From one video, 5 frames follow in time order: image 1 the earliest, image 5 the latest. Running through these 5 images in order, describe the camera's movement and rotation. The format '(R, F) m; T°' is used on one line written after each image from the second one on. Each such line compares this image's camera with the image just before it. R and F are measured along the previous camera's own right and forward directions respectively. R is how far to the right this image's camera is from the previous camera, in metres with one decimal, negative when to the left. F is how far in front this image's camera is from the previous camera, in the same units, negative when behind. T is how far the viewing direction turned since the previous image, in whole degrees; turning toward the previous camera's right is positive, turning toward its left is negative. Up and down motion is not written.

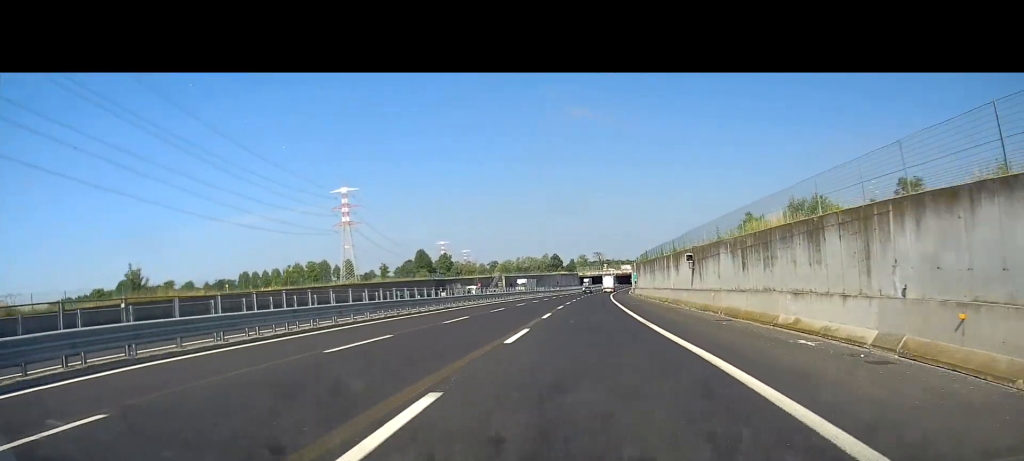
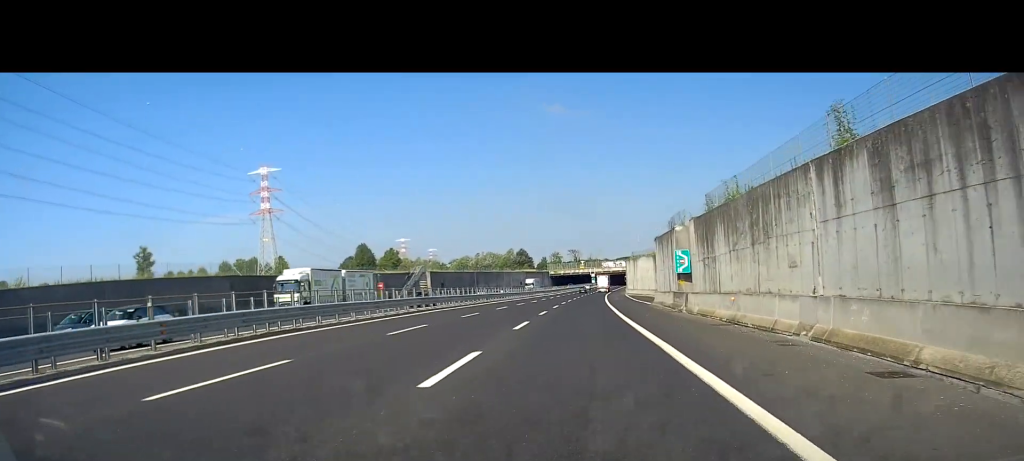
(+1.1, +65.3) m; +2°
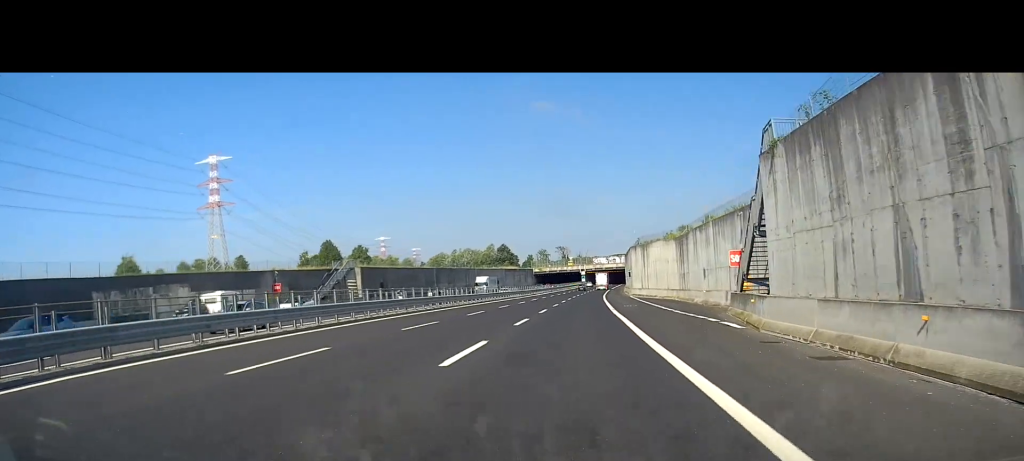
(+0.3, +32.4) m; +1°
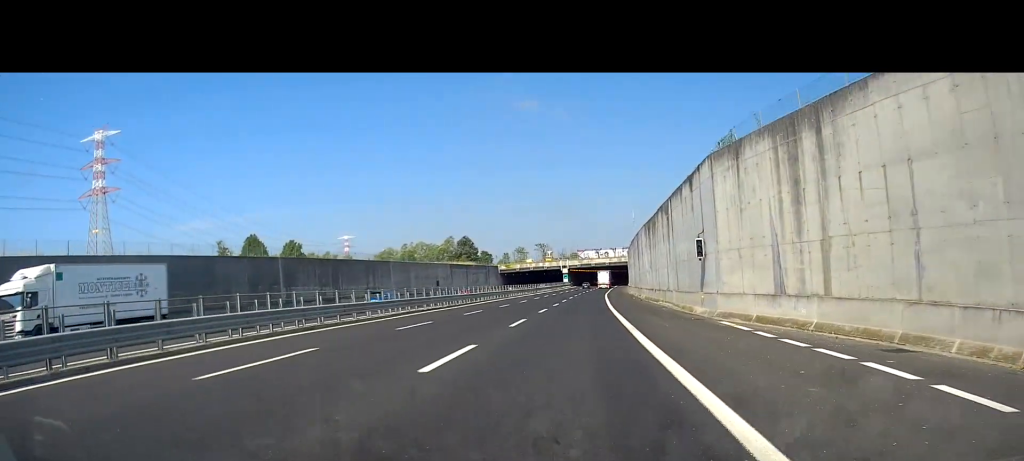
(+1.1, +59.1) m; +2°
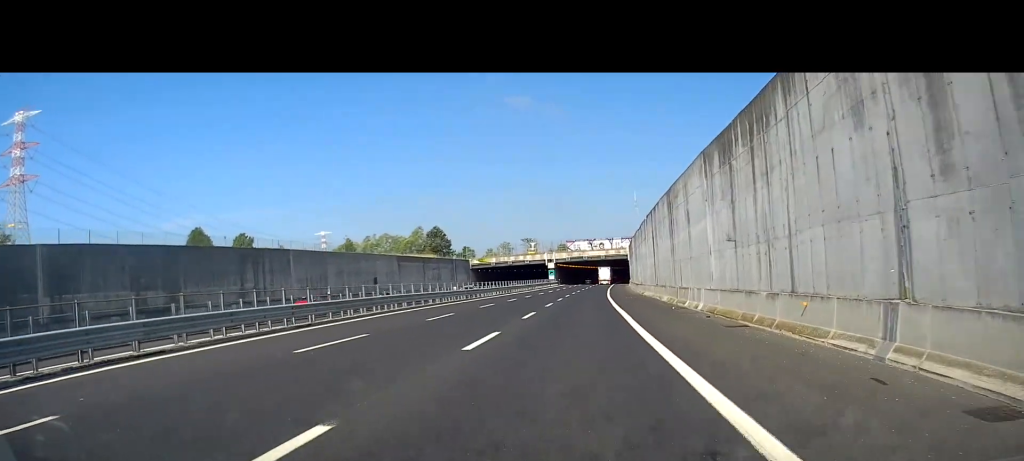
(+0.2, +32.0) m; +1°
